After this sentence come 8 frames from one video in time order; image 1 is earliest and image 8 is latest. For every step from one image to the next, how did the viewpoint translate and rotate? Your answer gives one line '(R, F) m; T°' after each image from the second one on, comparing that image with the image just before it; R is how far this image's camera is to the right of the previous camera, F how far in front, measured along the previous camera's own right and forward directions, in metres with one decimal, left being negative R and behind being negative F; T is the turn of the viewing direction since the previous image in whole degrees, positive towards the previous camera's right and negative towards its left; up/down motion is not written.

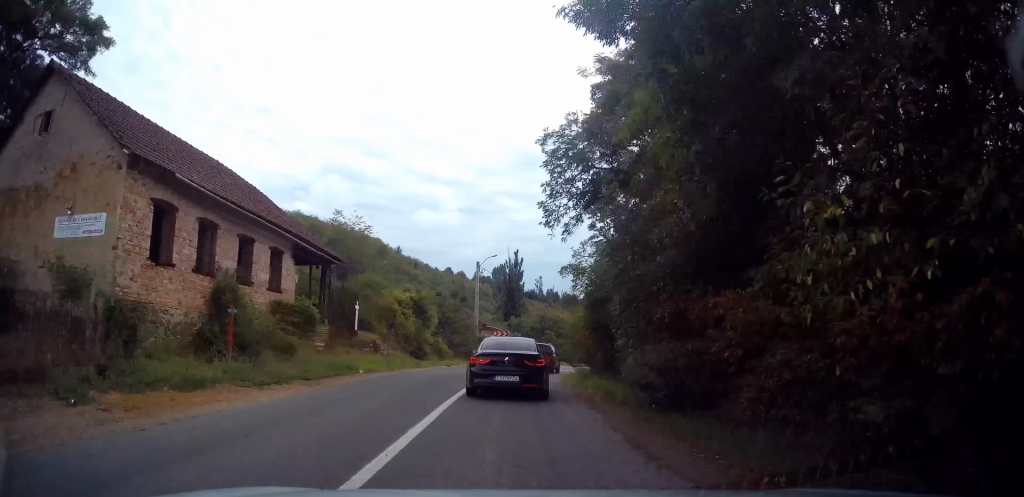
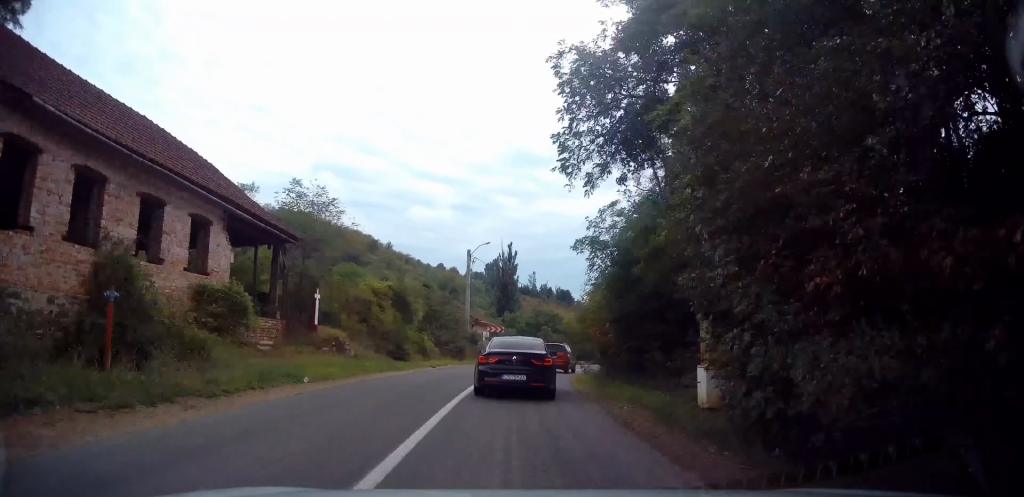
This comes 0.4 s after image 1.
(0.0, +4.7) m; +1°
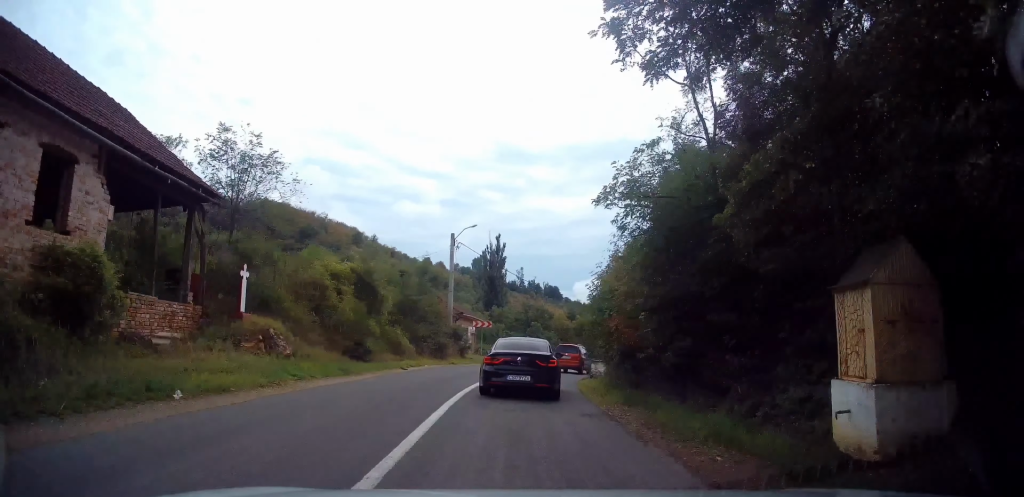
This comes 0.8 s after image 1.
(0.0, +5.1) m; +1°
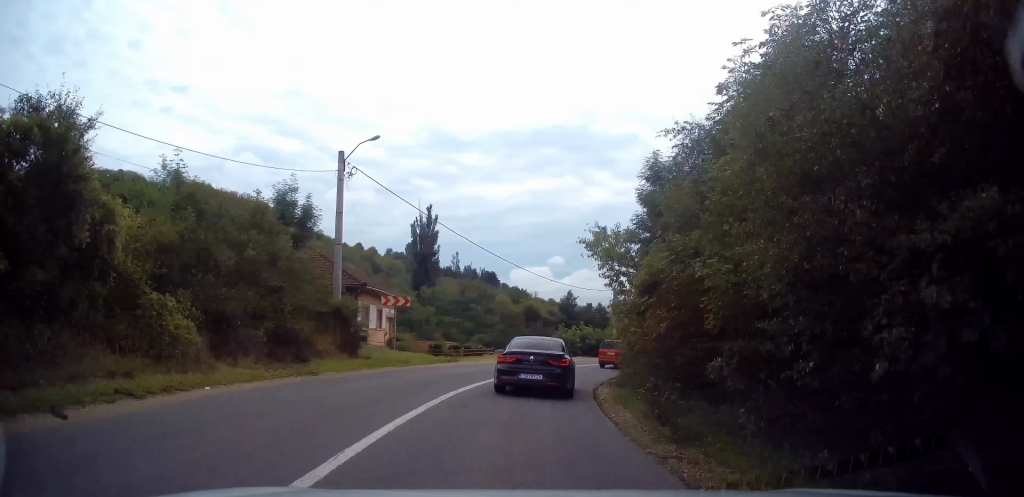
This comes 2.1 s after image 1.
(+0.8, +15.2) m; +7°
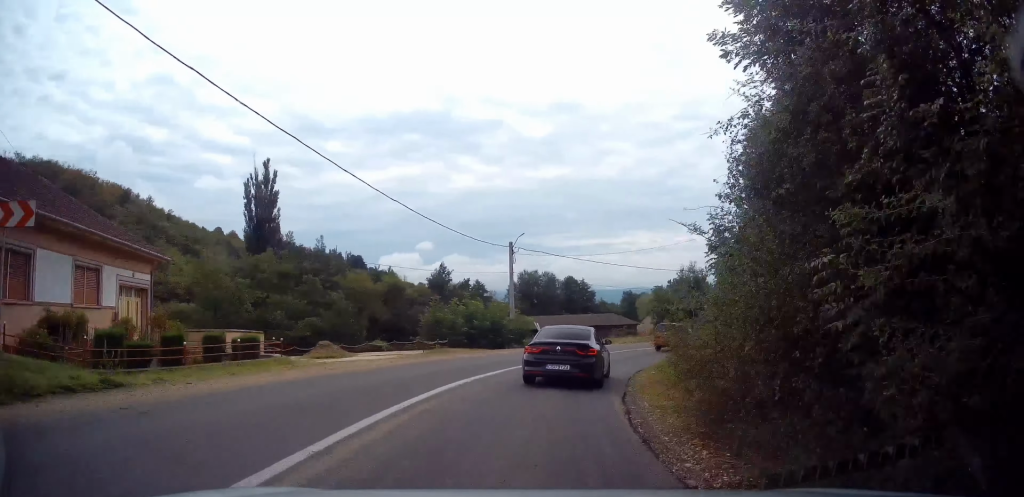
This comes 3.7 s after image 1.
(+1.4, +18.6) m; +12°
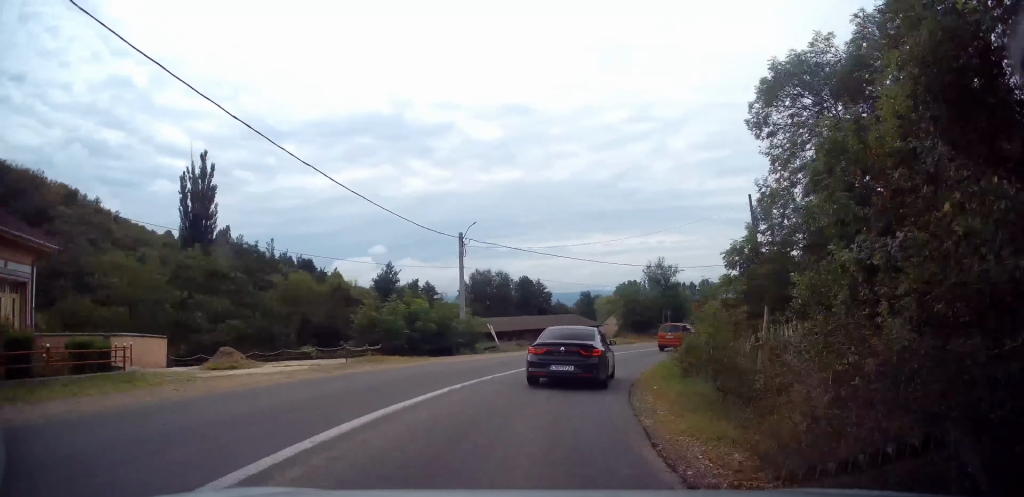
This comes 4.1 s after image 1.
(+0.4, +4.9) m; +5°
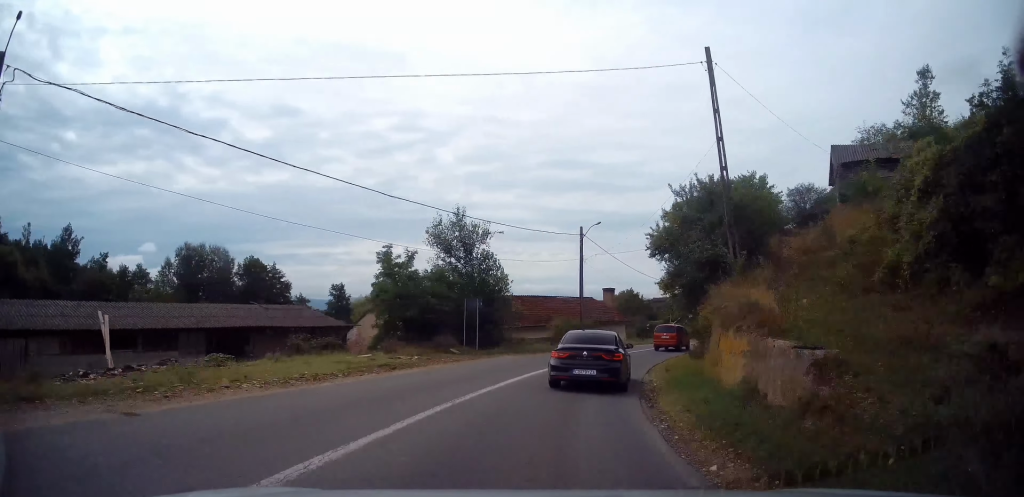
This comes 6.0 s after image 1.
(+5.2, +23.0) m; +26°
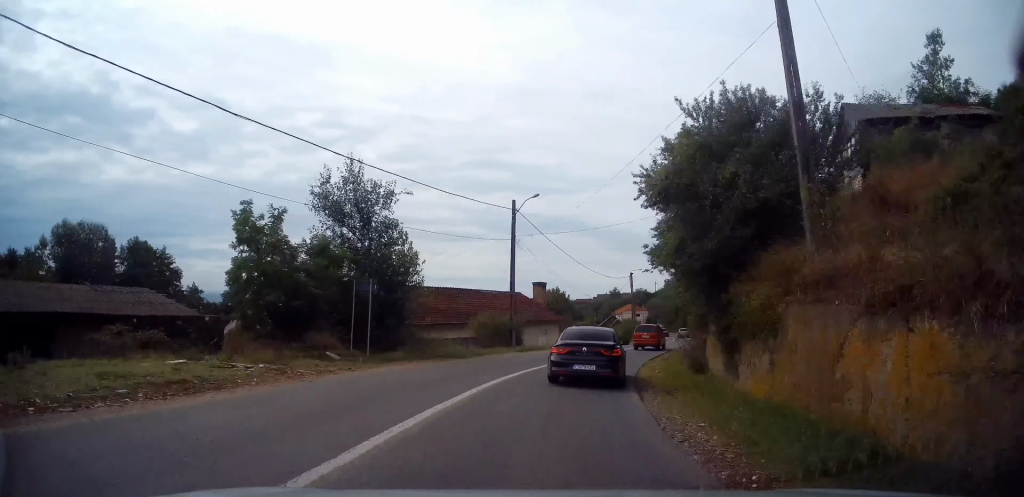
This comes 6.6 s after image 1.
(+0.4, +7.8) m; +8°
